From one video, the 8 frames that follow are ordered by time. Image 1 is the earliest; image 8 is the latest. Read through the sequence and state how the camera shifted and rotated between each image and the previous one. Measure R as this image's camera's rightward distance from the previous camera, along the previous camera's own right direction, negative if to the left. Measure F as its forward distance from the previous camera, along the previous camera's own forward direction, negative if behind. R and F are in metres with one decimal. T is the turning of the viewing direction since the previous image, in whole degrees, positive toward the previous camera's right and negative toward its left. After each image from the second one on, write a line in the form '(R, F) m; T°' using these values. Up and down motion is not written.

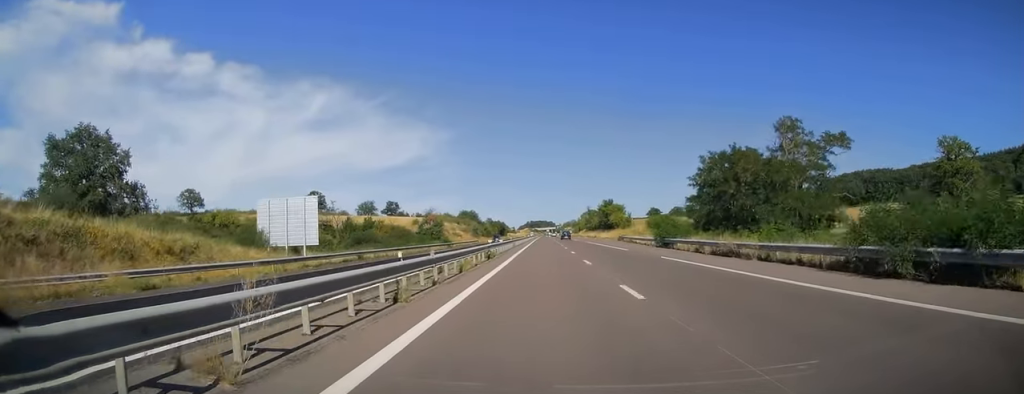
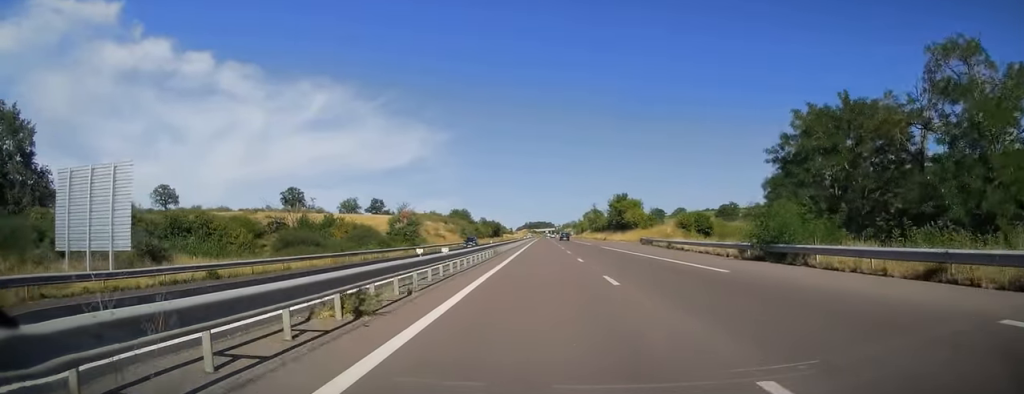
(-0.1, +22.5) m; 0°
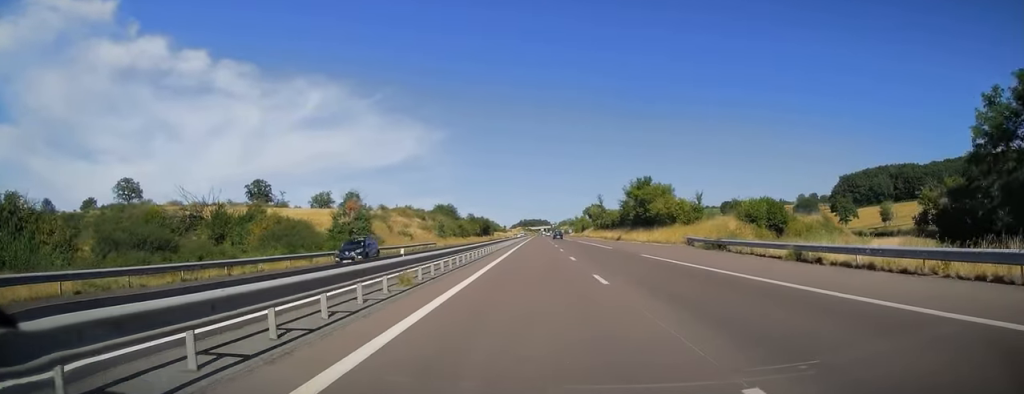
(+0.3, +25.9) m; +1°
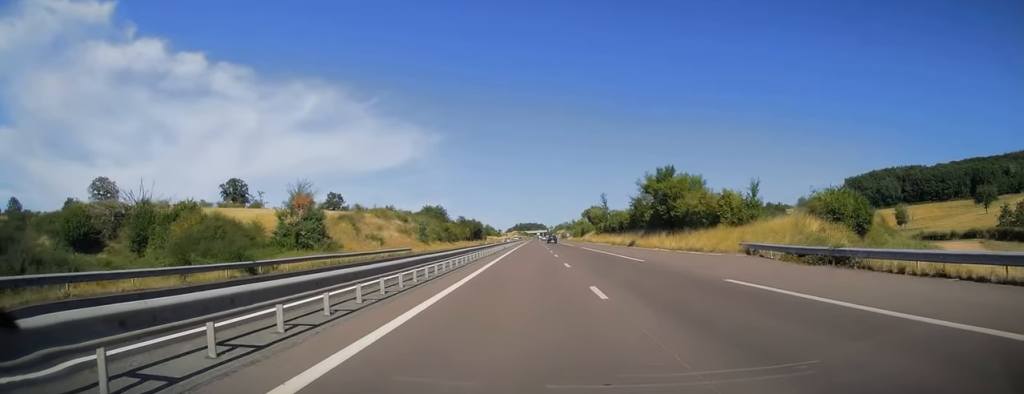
(0.0, +15.2) m; 0°
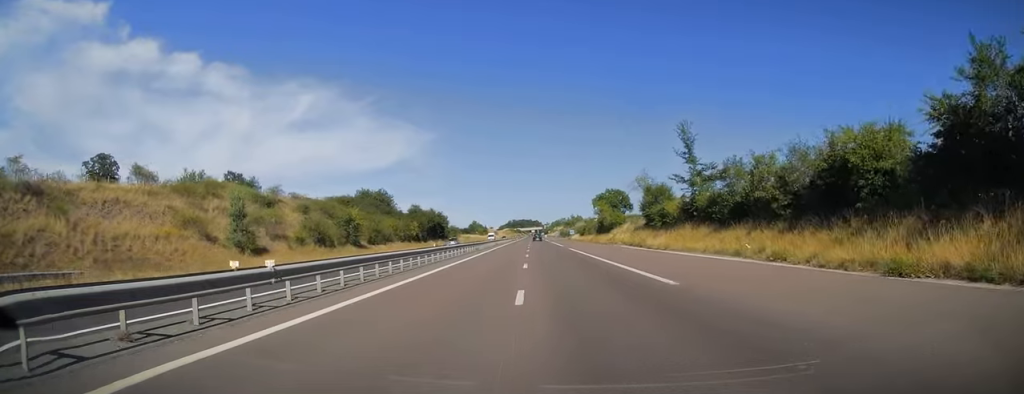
(+0.2, +65.5) m; 0°
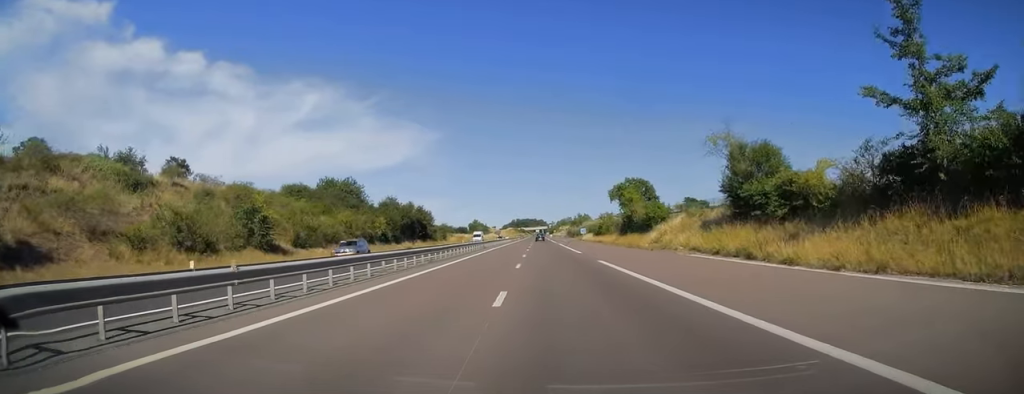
(0.0, +25.9) m; 0°
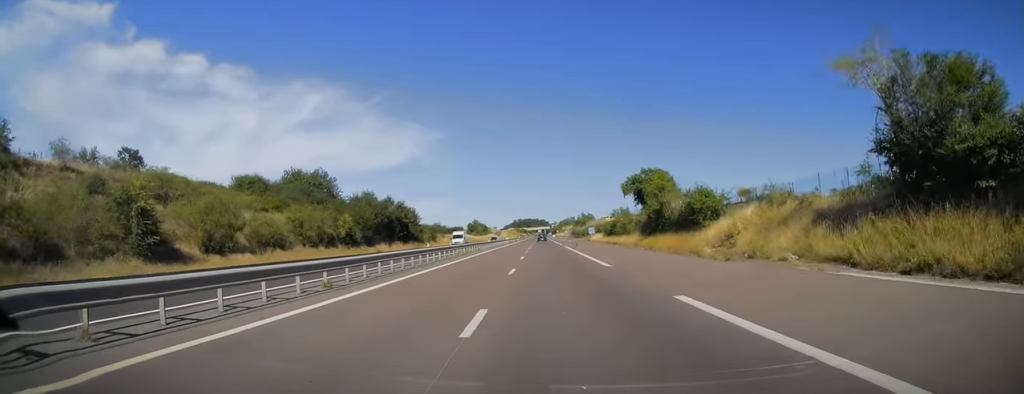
(0.0, +16.1) m; 0°
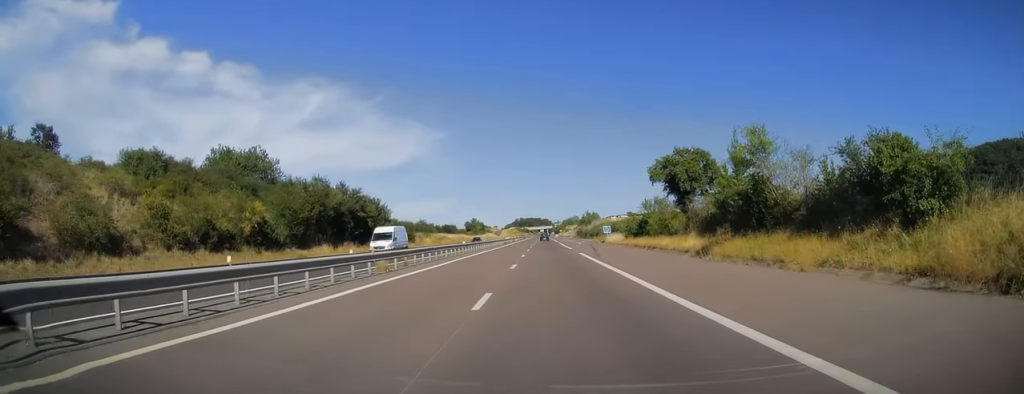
(0.0, +23.0) m; 0°
